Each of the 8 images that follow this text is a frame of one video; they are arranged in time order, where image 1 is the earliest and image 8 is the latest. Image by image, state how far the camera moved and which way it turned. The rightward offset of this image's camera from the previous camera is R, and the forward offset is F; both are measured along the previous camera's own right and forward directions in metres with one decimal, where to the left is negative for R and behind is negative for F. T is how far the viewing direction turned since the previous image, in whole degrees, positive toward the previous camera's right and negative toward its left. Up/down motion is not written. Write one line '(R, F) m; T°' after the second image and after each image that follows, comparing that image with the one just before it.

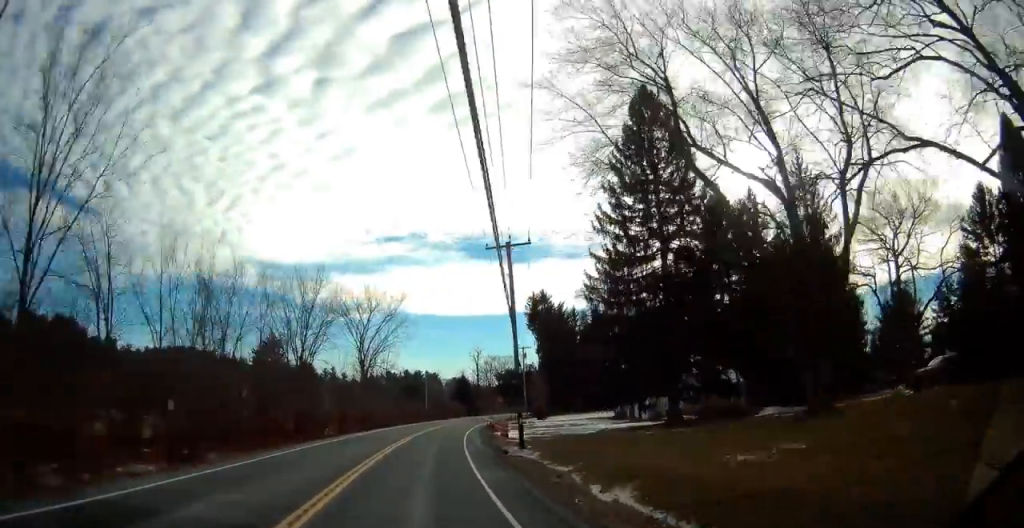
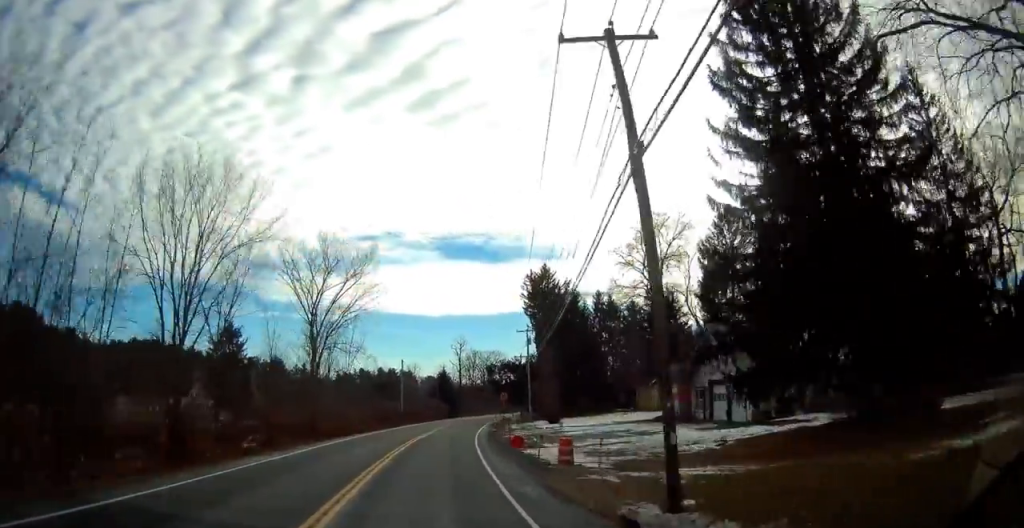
(+0.5, +19.0) m; +3°
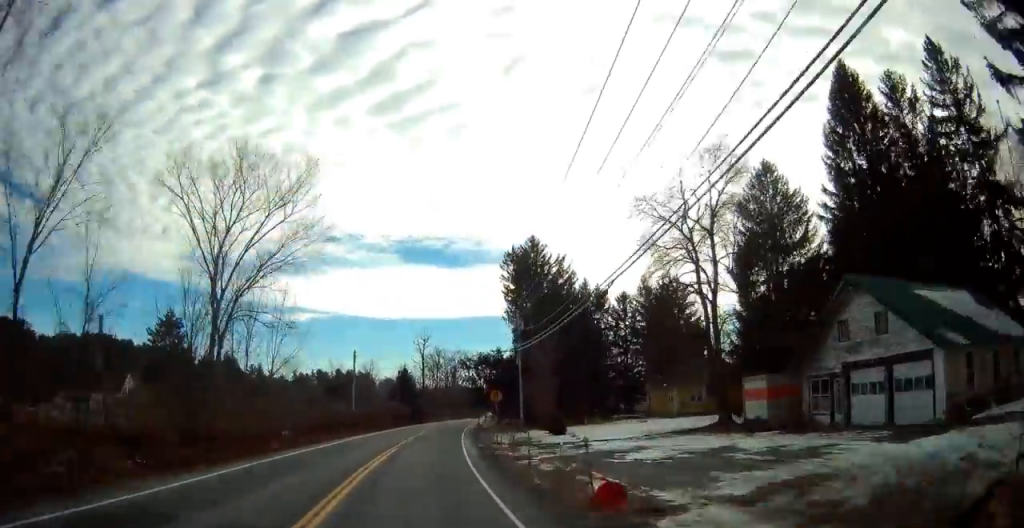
(+0.2, +16.3) m; +2°
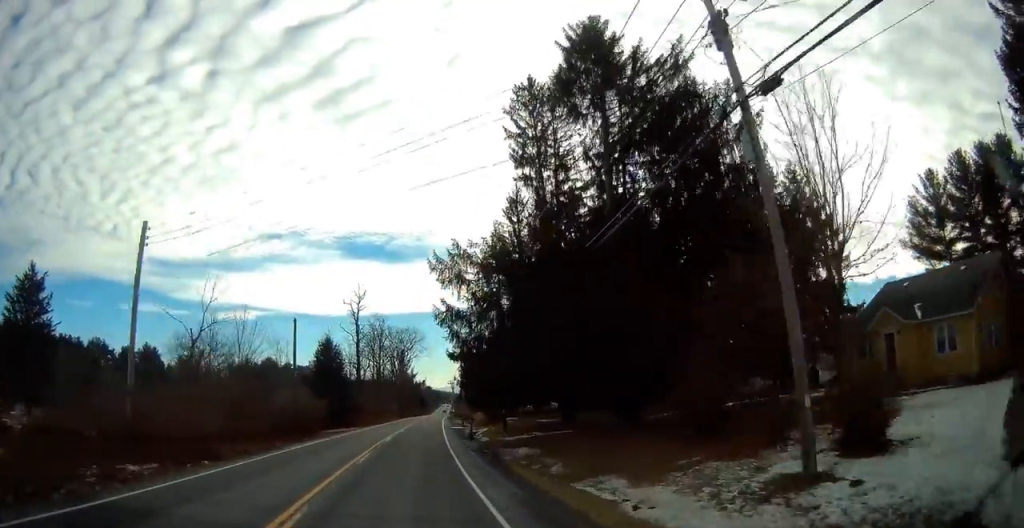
(+2.7, +41.1) m; +6°
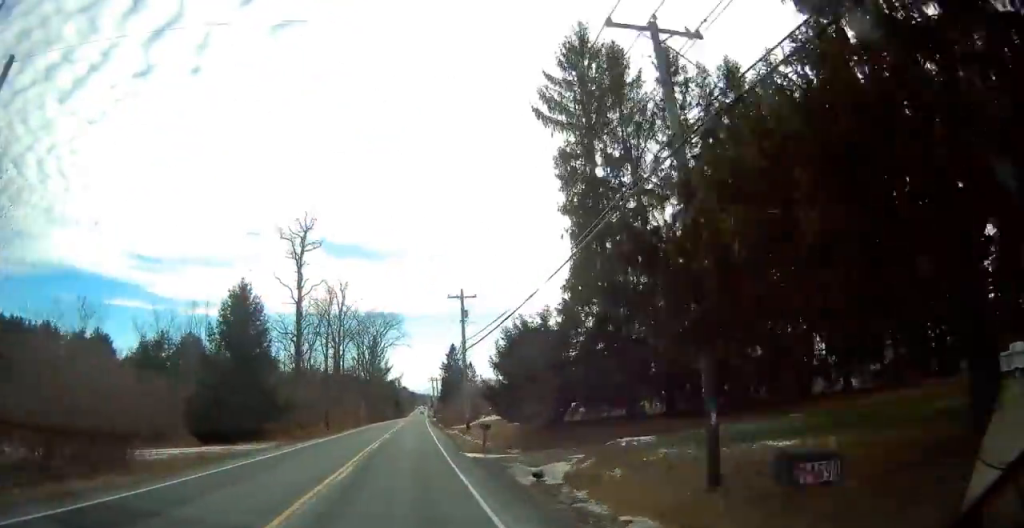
(+0.4, +29.1) m; +2°
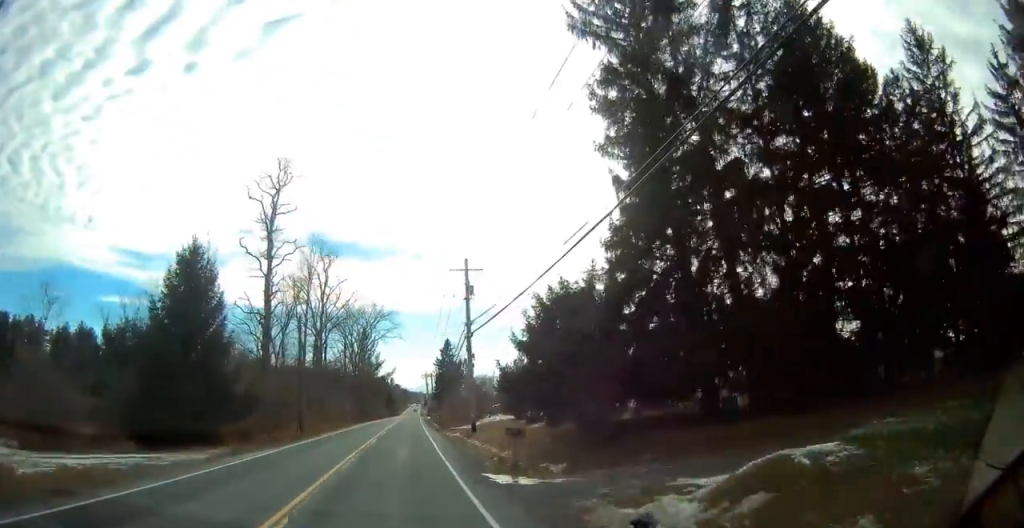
(0.0, +8.9) m; +1°
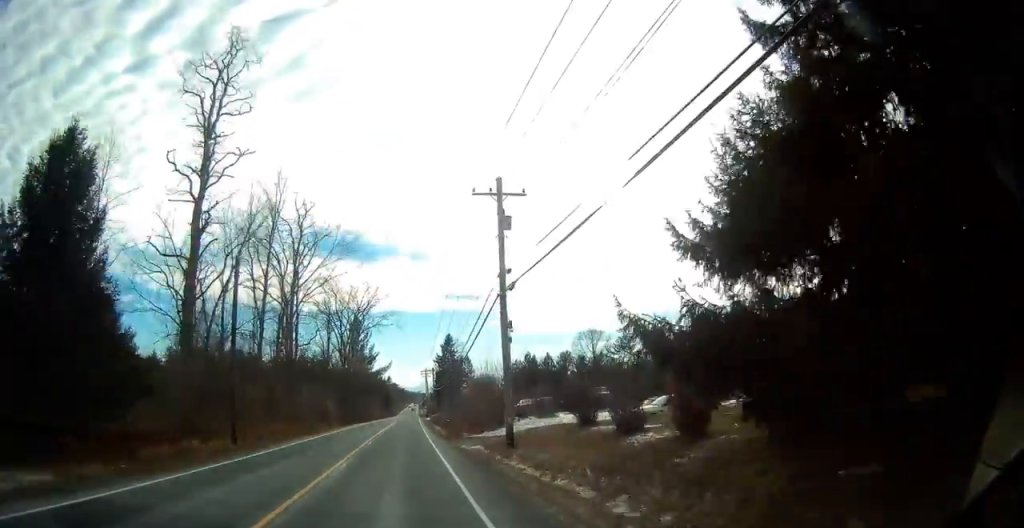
(+0.3, +14.3) m; 0°
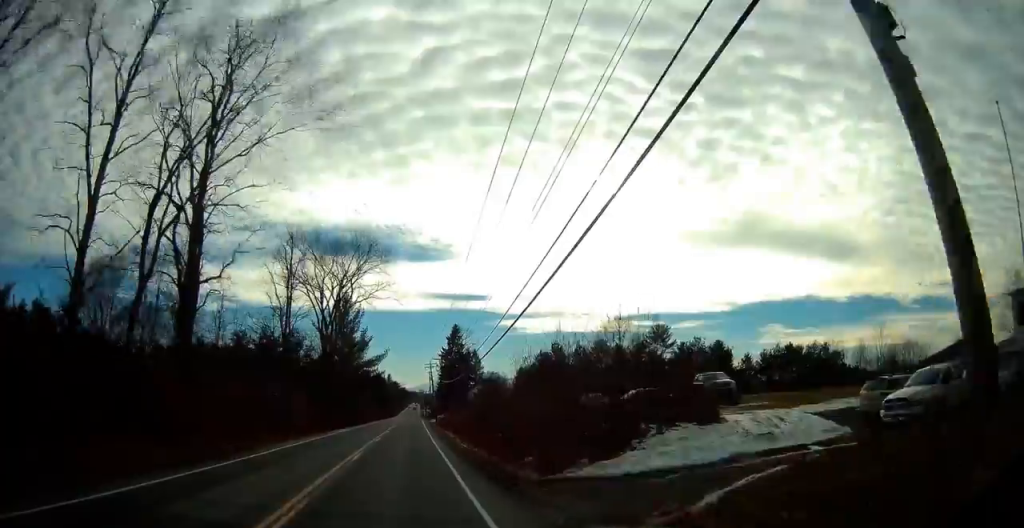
(-0.3, +21.3) m; 0°
